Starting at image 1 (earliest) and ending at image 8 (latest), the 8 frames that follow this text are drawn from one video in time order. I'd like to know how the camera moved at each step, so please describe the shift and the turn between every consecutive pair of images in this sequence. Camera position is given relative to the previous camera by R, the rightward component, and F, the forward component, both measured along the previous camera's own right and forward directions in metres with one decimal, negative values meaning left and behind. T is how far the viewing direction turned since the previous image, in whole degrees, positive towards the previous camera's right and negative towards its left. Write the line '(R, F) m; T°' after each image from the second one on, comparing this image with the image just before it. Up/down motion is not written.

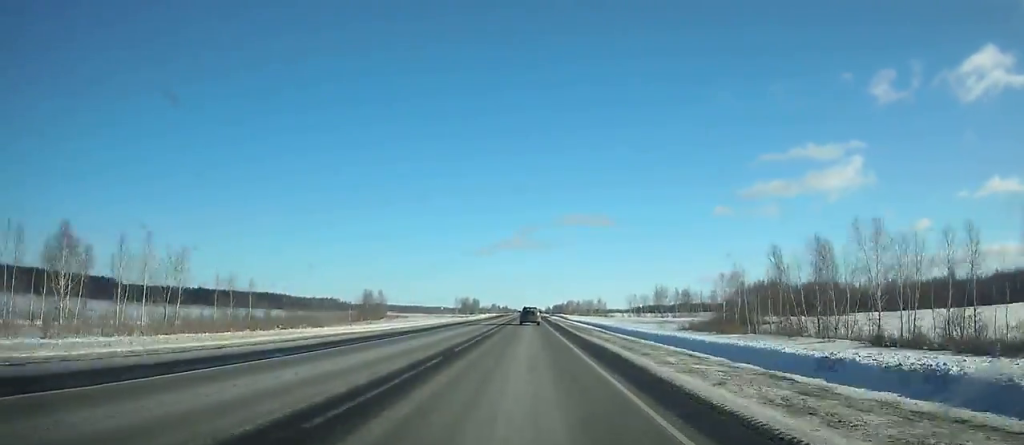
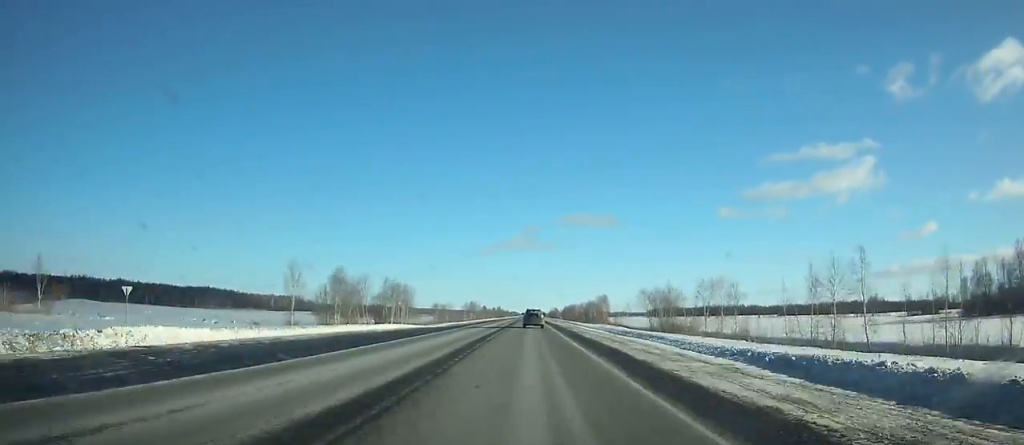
(-0.1, +161.1) m; 0°
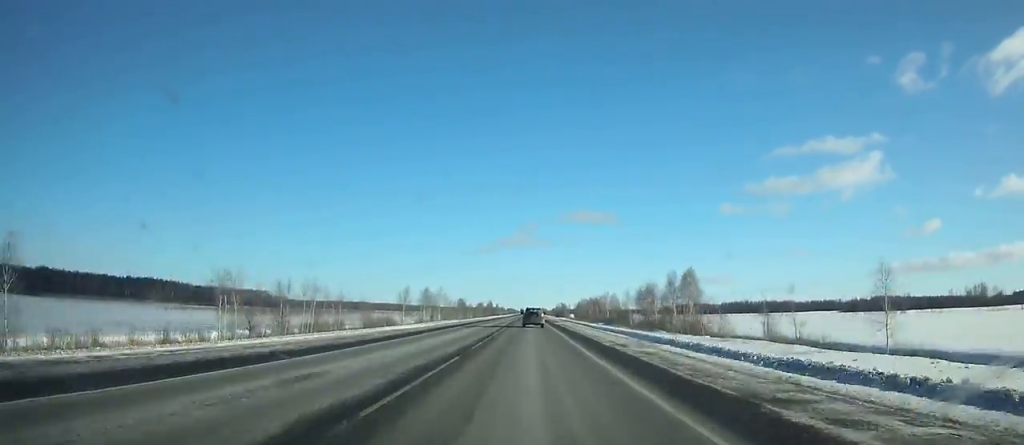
(+0.1, +109.7) m; 0°
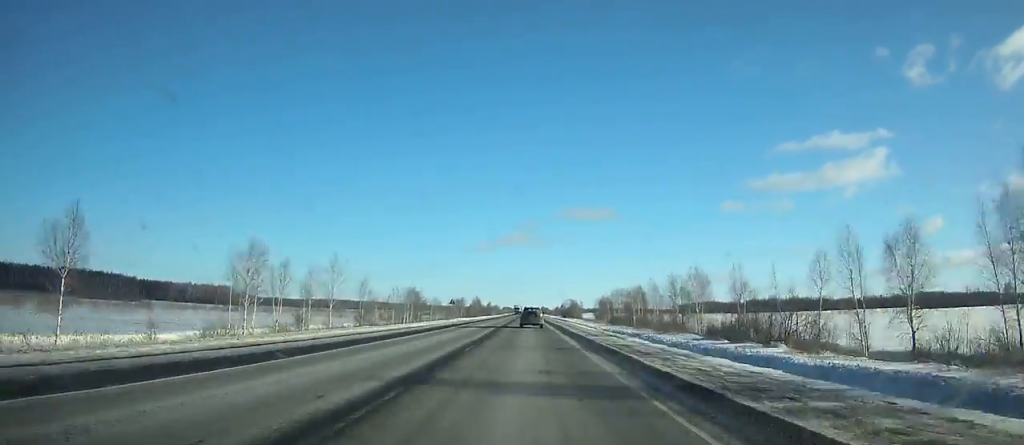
(0.0, +90.3) m; 0°
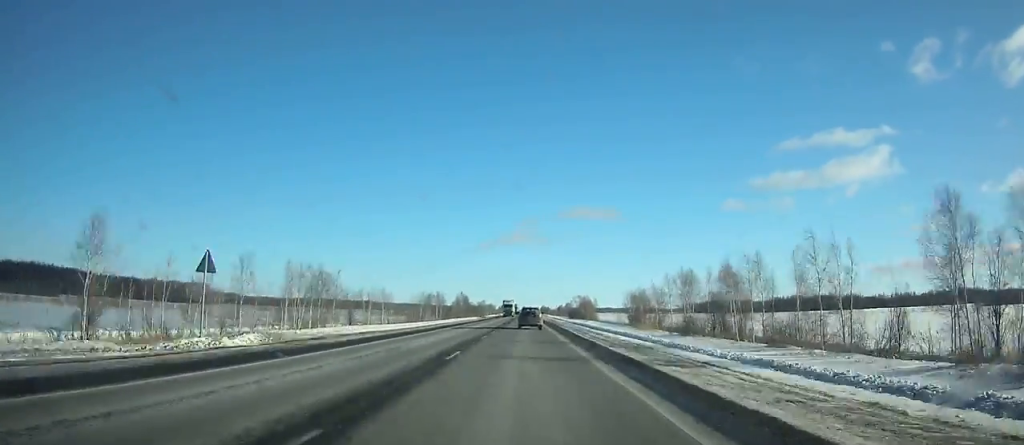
(+0.2, +60.4) m; 0°
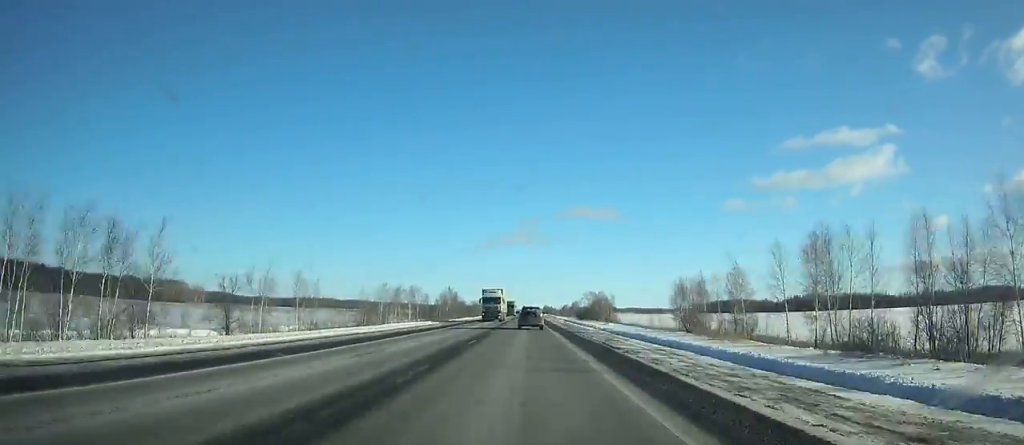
(+0.1, +40.2) m; 0°
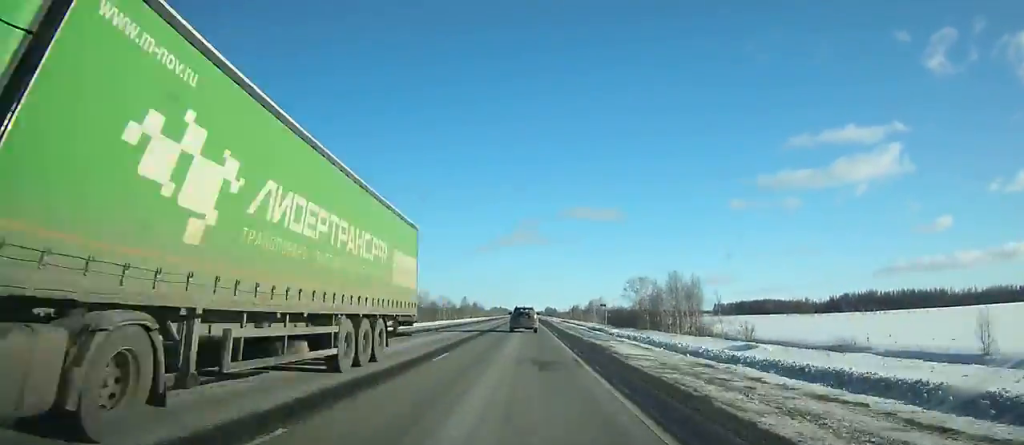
(-0.1, +90.3) m; 0°
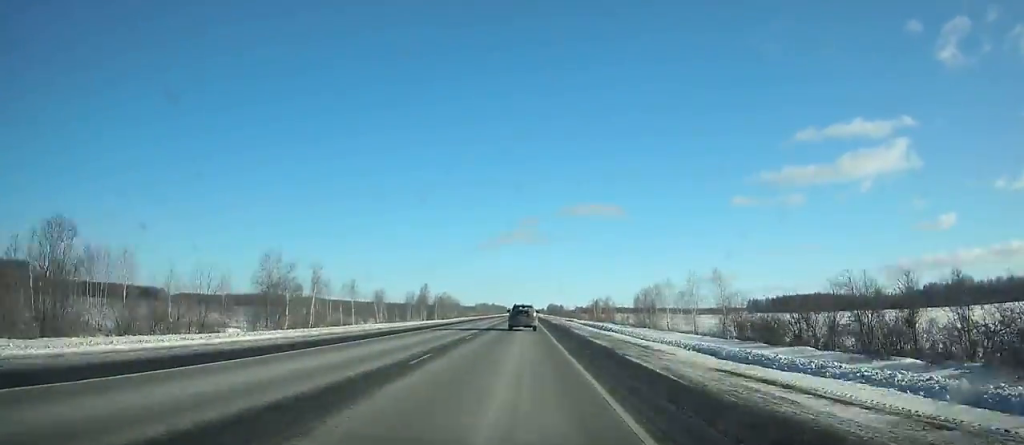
(-0.3, +109.2) m; 0°
